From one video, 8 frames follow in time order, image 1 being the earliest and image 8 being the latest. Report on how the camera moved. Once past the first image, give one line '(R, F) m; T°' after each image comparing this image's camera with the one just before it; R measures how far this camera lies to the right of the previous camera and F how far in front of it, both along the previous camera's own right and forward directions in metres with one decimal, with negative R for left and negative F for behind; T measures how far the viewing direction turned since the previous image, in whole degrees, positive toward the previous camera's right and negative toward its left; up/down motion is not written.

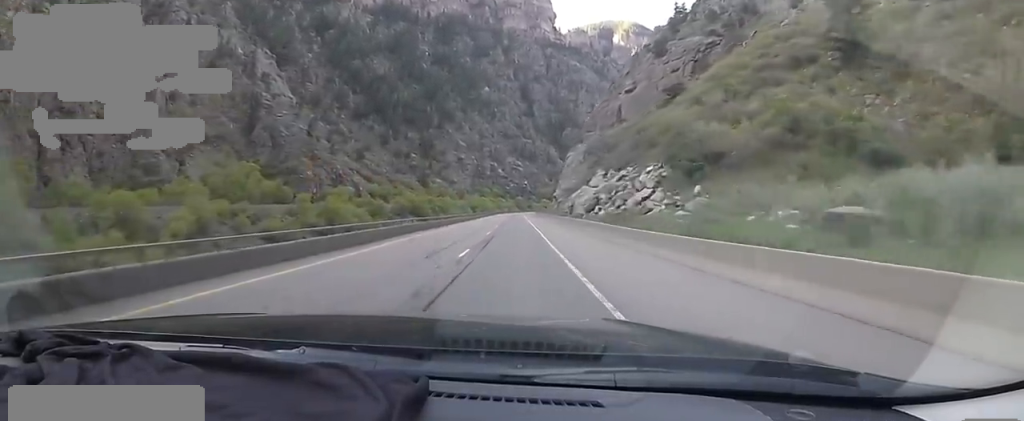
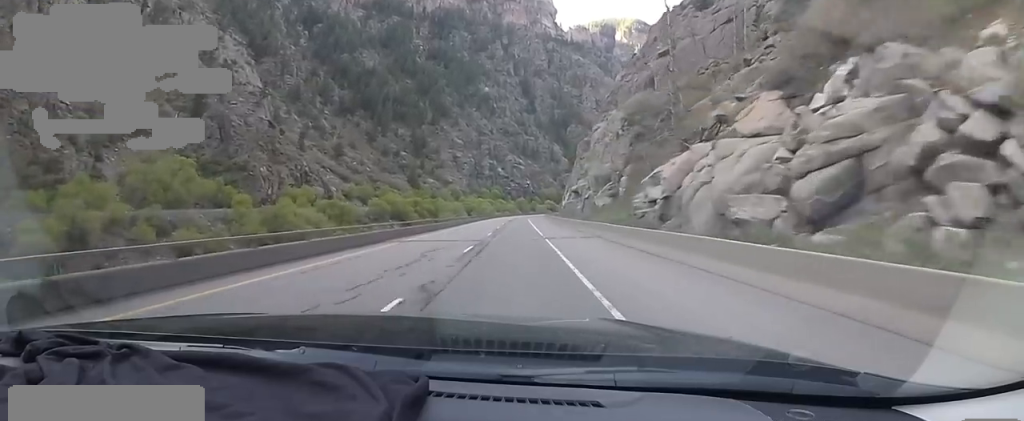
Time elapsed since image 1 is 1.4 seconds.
(-0.4, +36.6) m; +2°
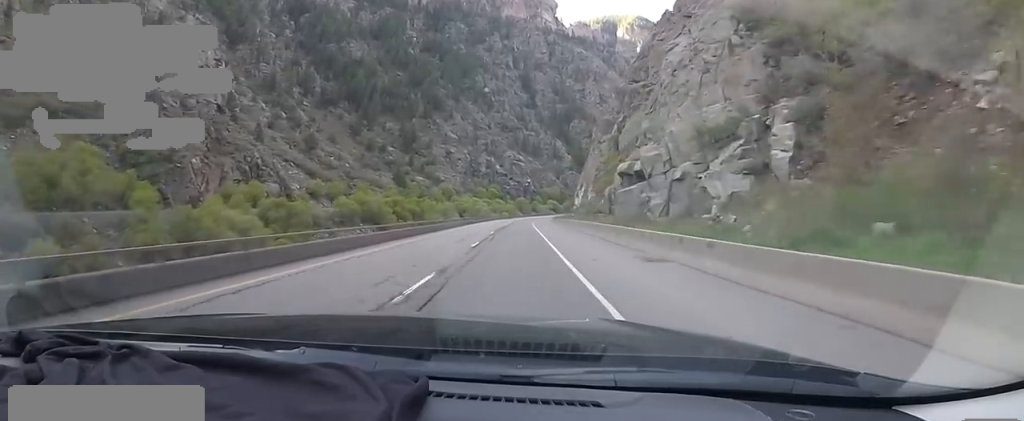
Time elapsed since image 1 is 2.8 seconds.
(+0.6, +34.1) m; -1°
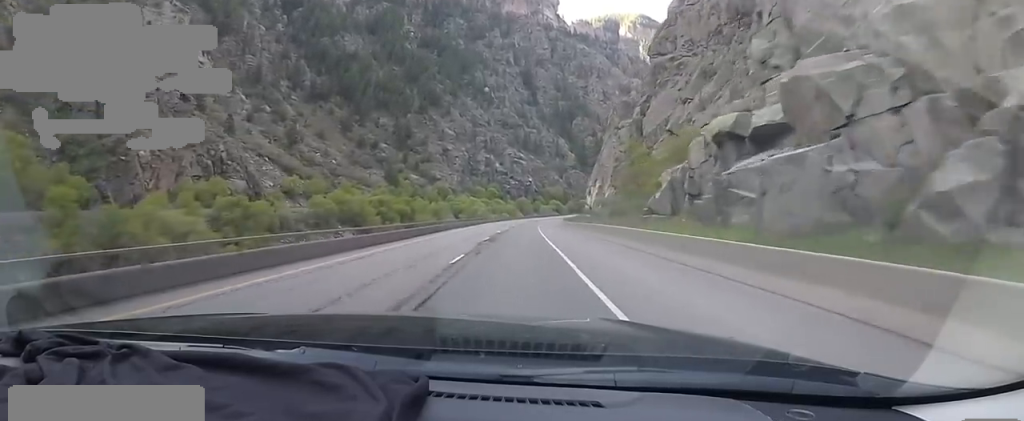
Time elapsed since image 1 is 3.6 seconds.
(-0.5, +18.9) m; -1°
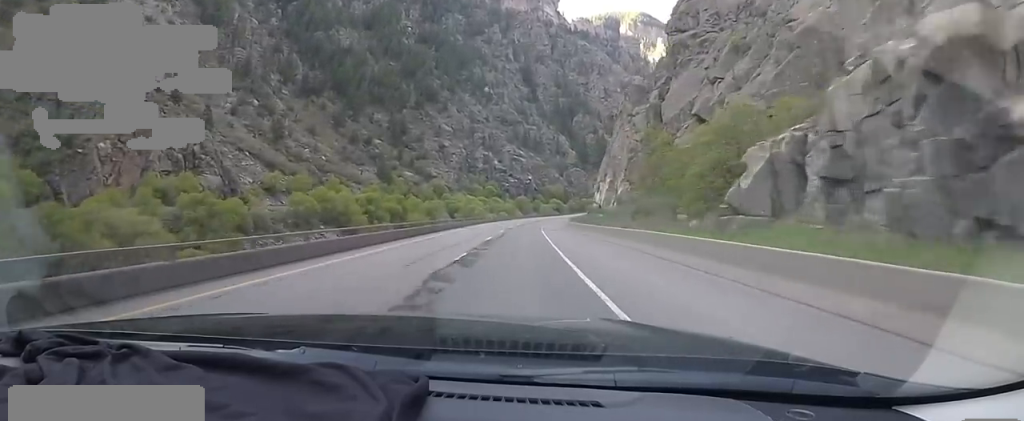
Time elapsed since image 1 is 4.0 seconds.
(-0.1, +11.4) m; +1°
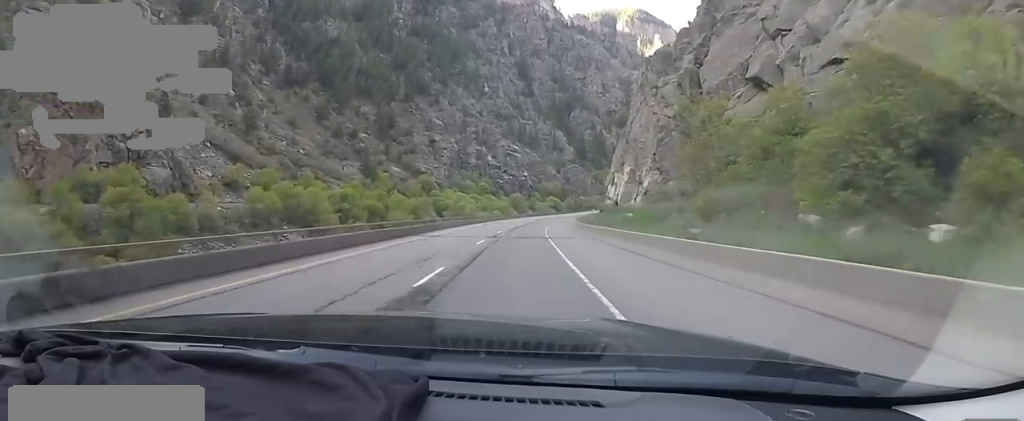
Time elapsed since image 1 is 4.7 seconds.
(+0.3, +16.9) m; +1°
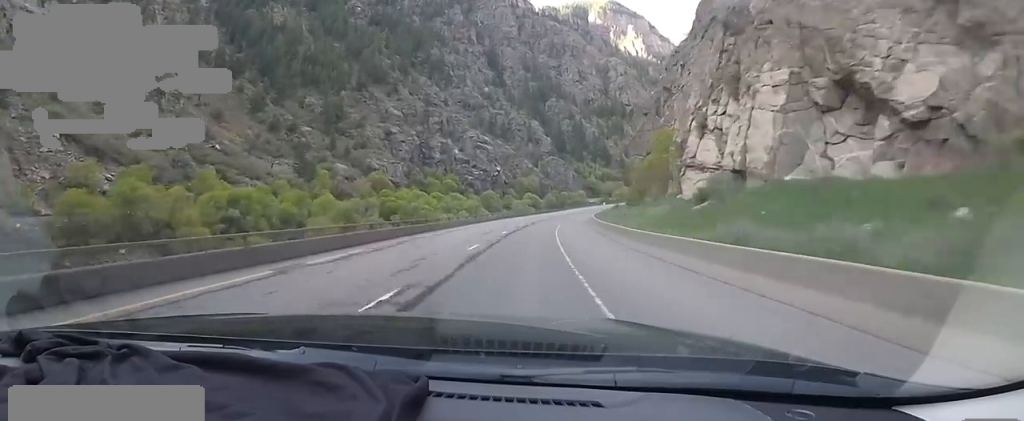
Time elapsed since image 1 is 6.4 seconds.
(-0.2, +39.8) m; +1°
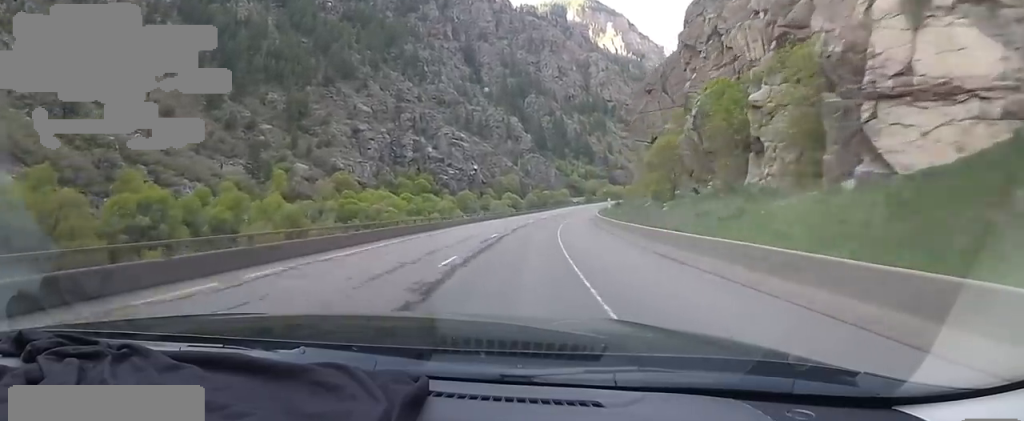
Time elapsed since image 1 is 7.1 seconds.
(+0.7, +17.8) m; +4°
